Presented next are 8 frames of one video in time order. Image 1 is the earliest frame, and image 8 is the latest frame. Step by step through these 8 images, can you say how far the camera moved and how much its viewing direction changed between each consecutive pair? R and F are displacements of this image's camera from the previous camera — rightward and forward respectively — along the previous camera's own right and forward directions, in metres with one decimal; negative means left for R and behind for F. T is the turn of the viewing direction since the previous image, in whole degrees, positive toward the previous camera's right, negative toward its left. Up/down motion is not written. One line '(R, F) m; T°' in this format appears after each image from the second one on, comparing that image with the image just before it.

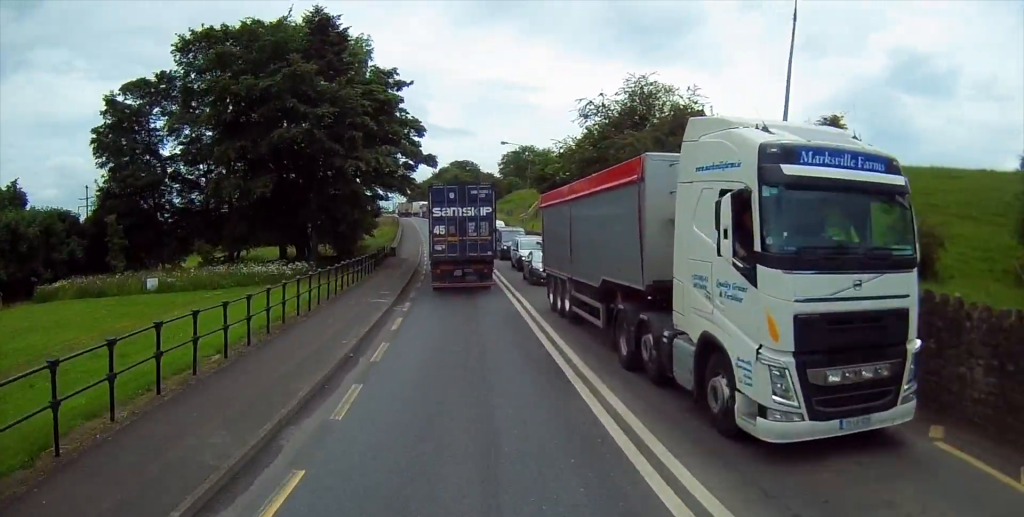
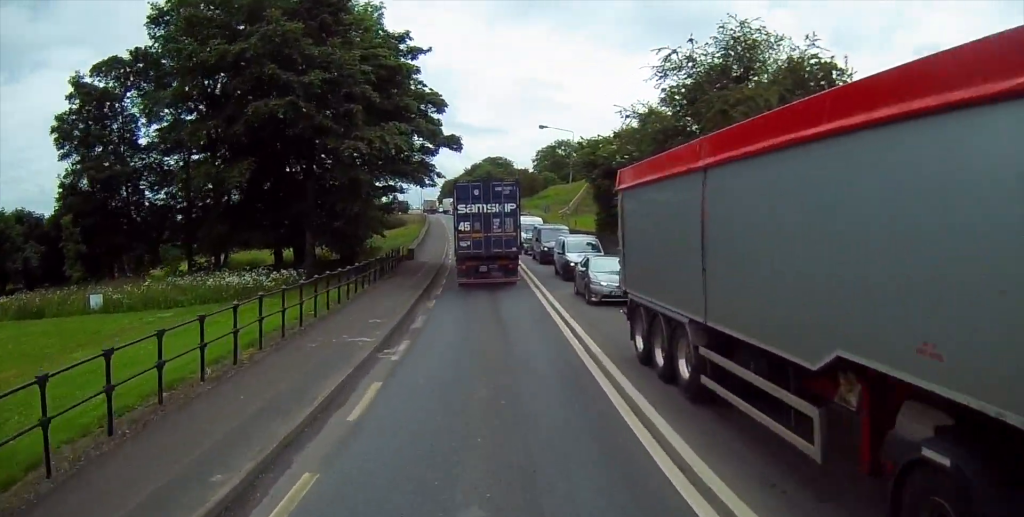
(-0.3, +7.5) m; -4°
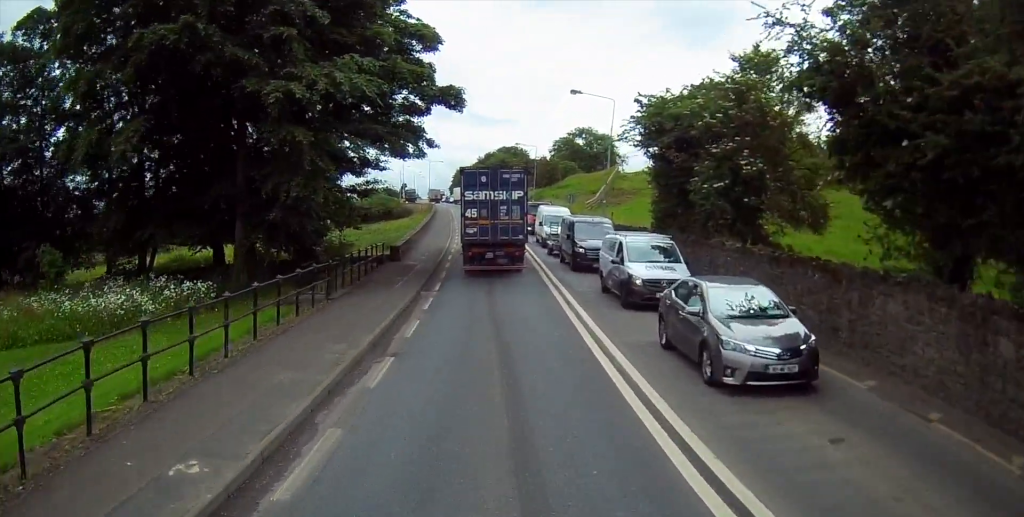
(-0.4, +10.3) m; -3°
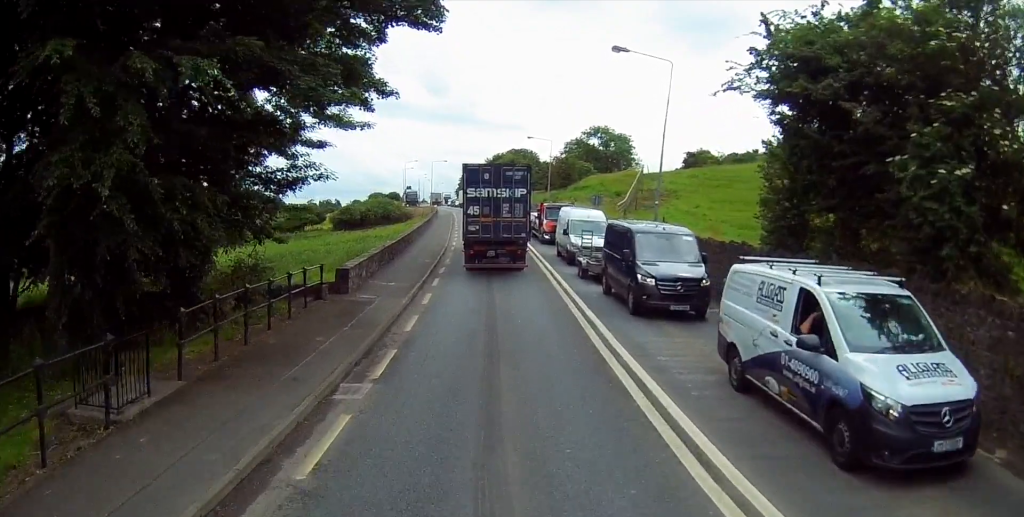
(-0.2, +11.4) m; -2°
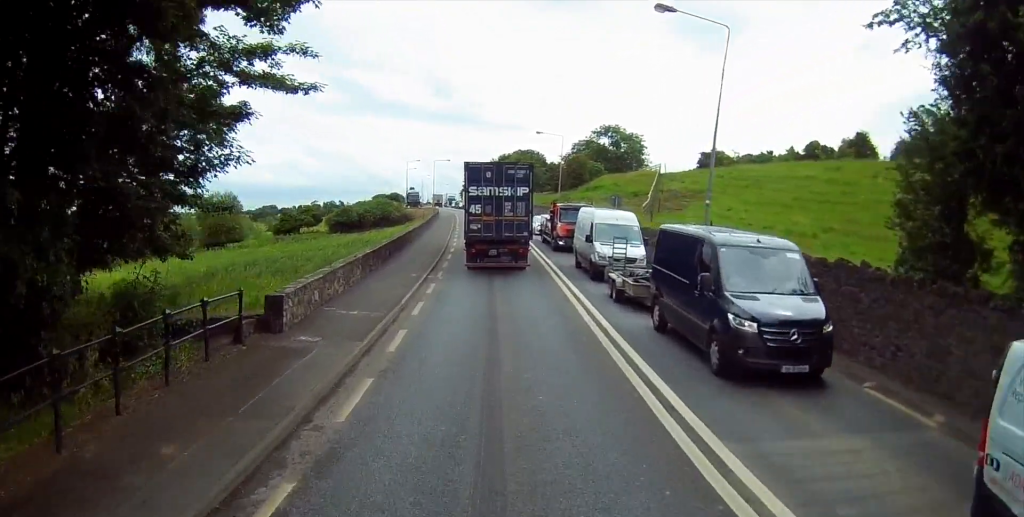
(-0.2, +6.4) m; 0°
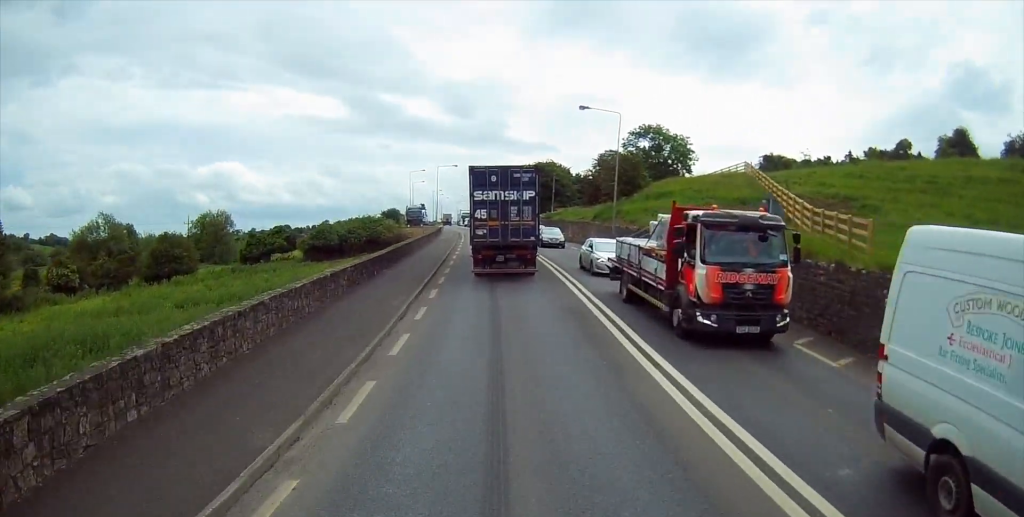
(0.0, +23.8) m; -2°
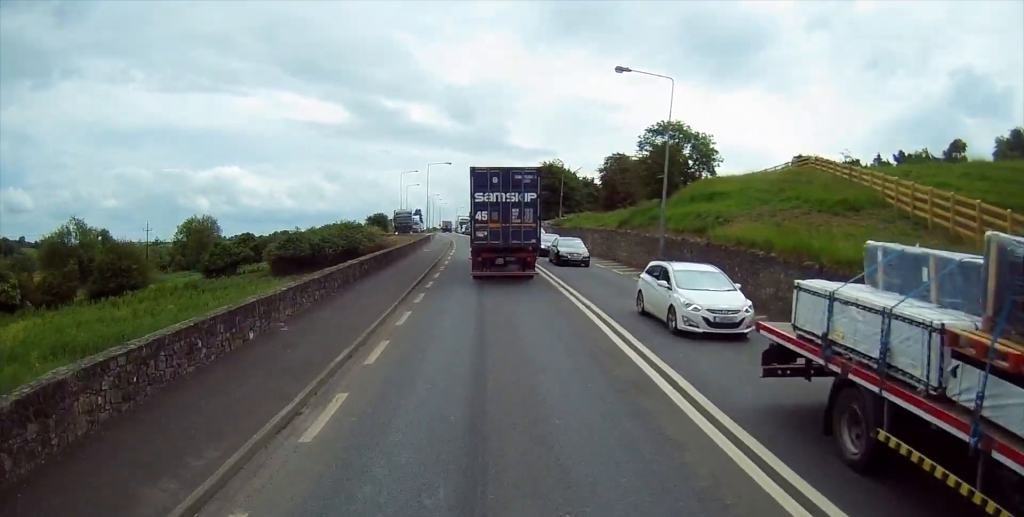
(-0.3, +12.8) m; 0°
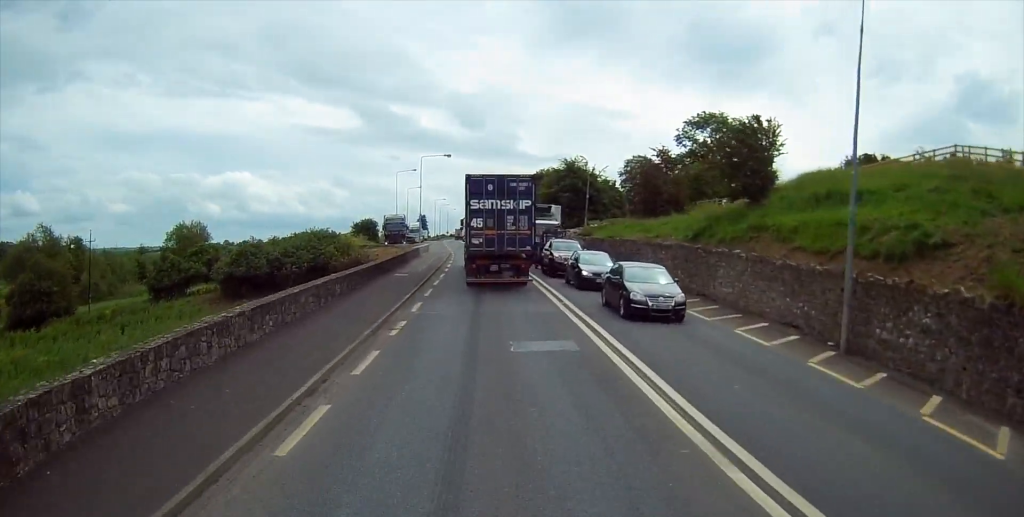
(+0.3, +16.6) m; 0°
